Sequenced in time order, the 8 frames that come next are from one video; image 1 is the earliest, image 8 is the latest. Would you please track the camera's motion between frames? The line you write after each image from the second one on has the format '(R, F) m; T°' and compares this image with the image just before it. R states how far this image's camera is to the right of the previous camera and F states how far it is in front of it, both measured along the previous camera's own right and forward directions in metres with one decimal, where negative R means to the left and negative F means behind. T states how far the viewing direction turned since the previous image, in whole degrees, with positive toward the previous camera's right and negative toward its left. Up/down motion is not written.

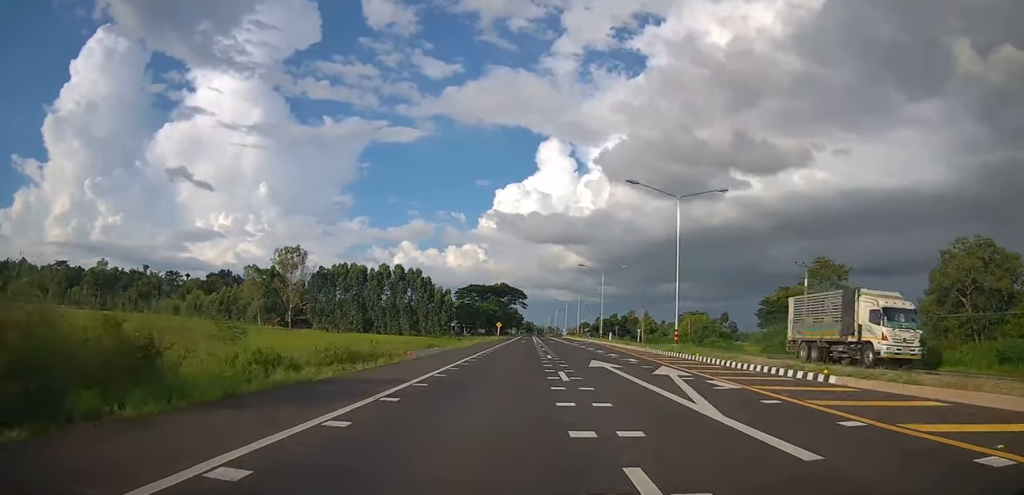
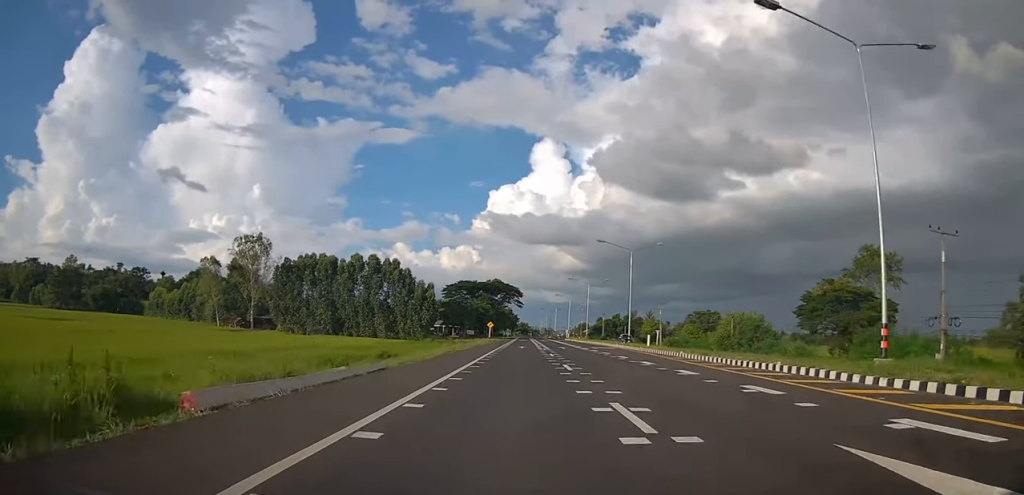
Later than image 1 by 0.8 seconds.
(0.0, +19.4) m; +2°
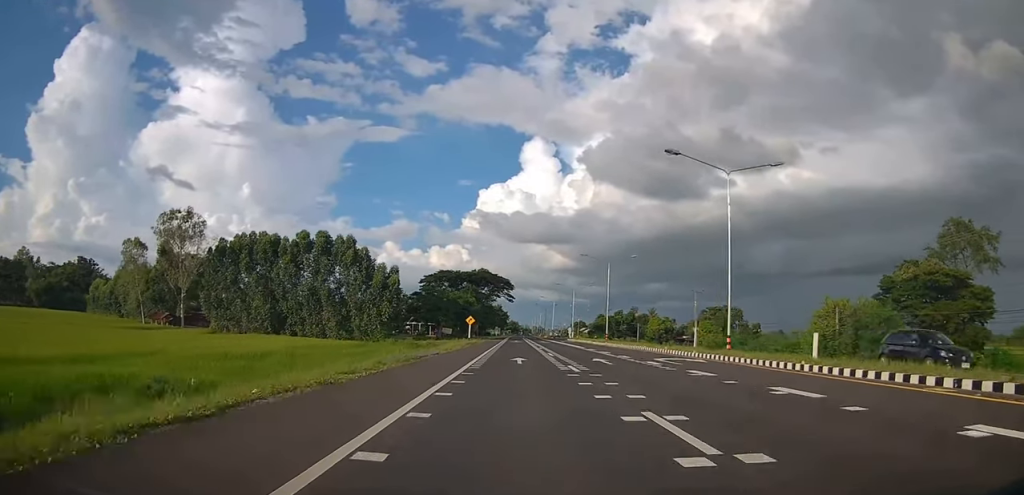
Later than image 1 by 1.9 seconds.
(+0.8, +25.4) m; 0°
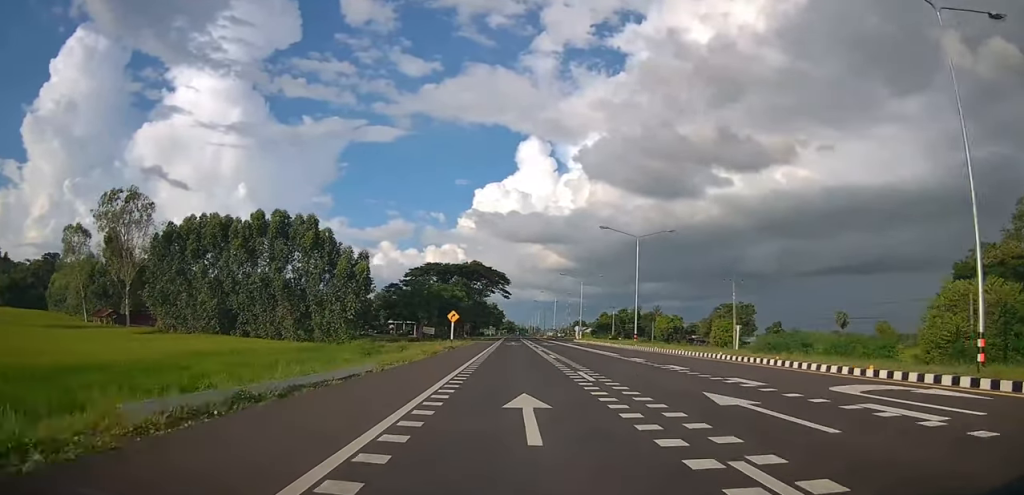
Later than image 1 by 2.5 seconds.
(-0.3, +15.6) m; 0°
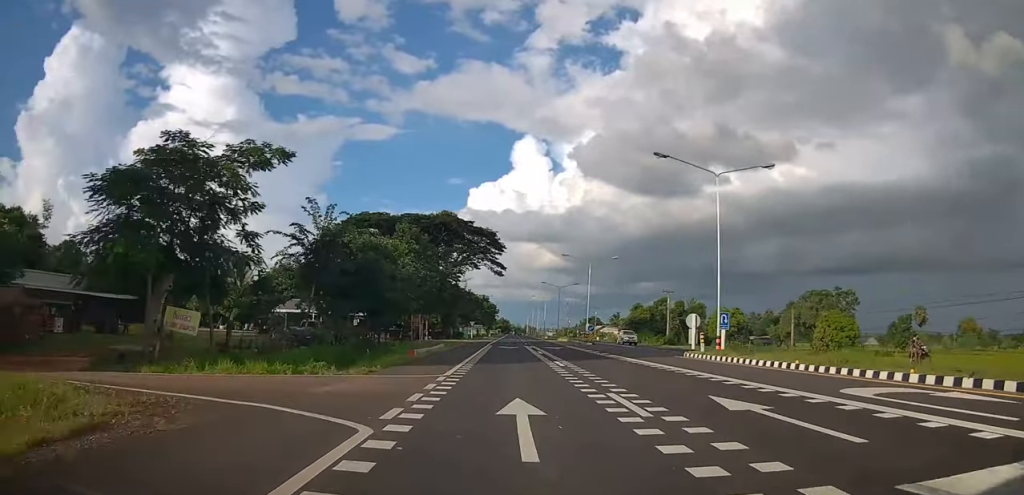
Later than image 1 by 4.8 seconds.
(+1.0, +54.4) m; +2°
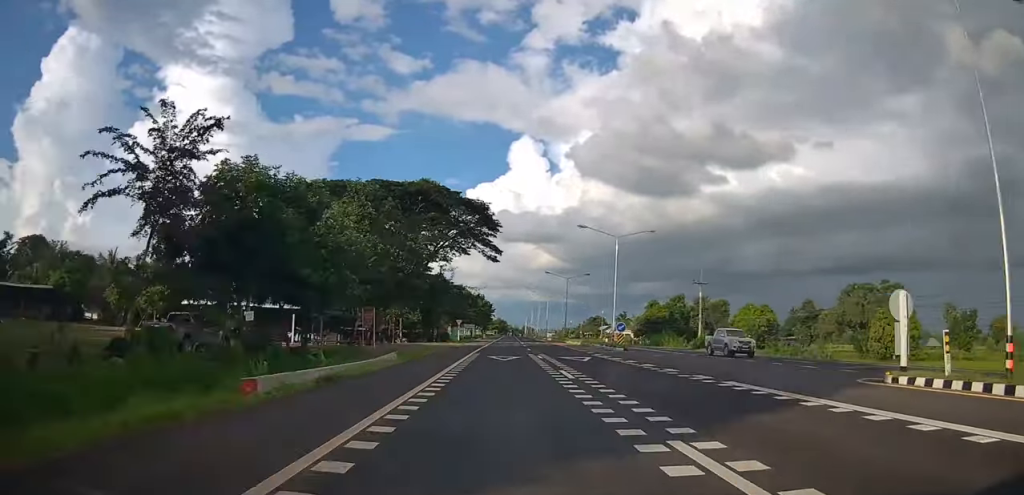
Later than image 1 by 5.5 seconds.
(0.0, +17.0) m; 0°
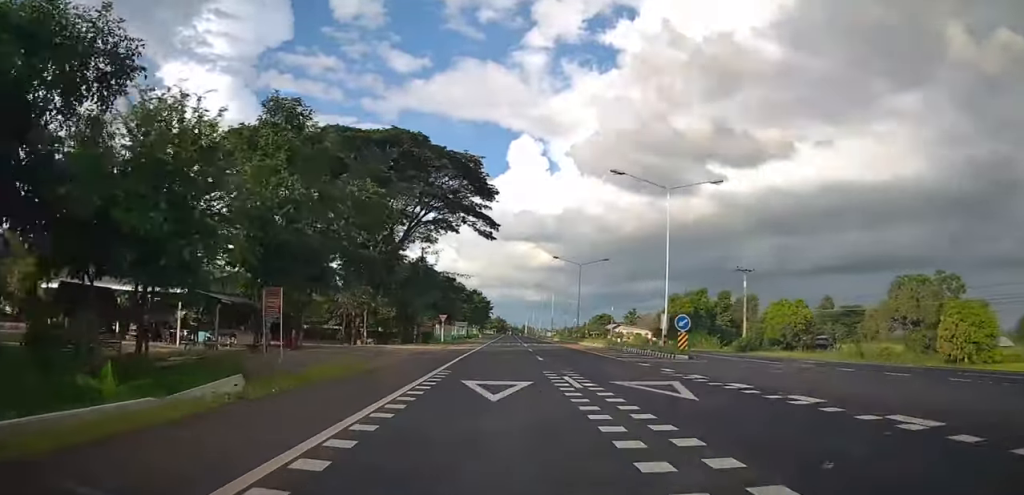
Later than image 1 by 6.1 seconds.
(0.0, +15.4) m; 0°
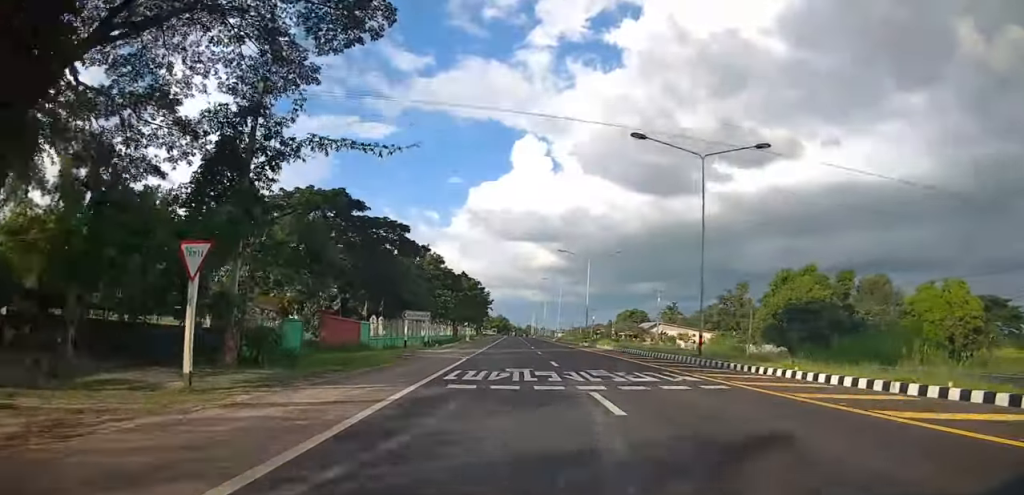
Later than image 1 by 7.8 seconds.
(-0.1, +39.8) m; 0°
